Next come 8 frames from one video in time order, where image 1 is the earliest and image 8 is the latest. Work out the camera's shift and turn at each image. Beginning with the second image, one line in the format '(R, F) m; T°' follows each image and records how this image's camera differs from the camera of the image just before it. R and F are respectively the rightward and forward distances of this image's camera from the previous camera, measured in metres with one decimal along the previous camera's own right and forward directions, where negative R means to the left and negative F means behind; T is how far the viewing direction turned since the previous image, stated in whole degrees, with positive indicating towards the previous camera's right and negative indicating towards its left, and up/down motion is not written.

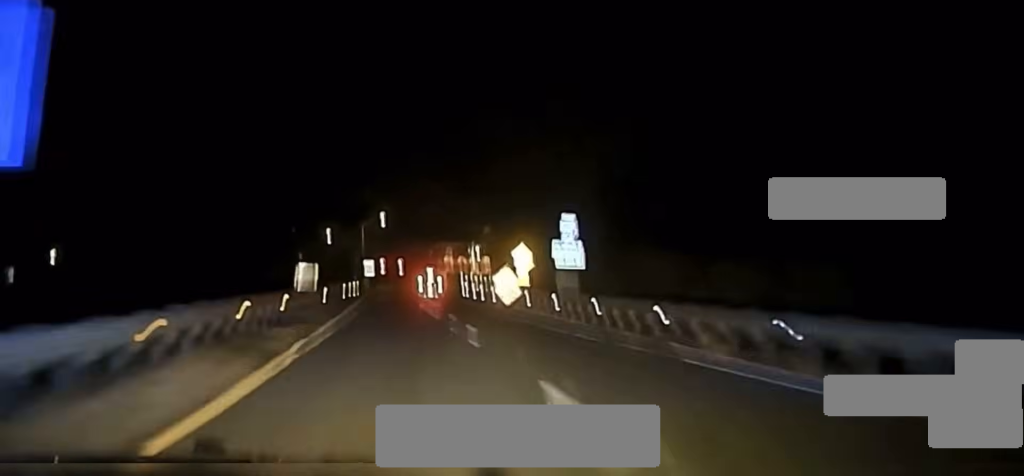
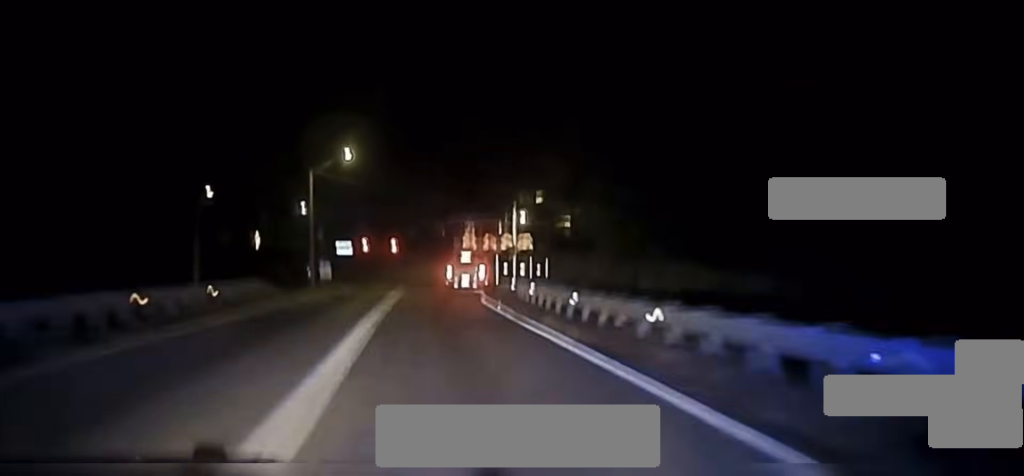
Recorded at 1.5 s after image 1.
(-0.6, +50.5) m; +1°
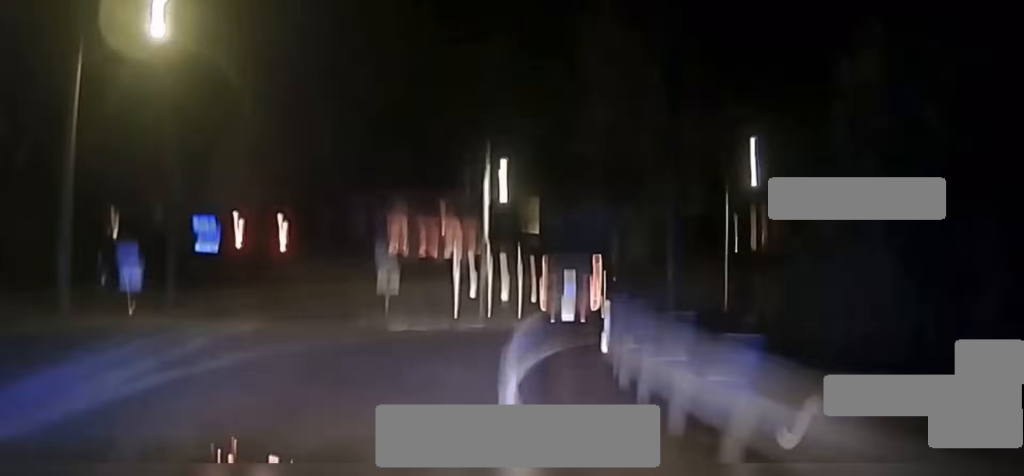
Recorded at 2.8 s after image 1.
(+2.2, +30.3) m; +14°
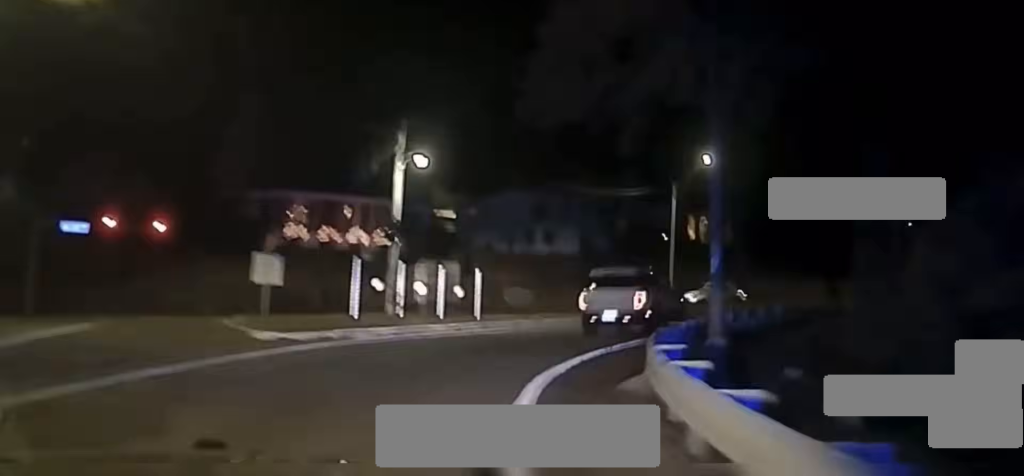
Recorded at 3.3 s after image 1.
(+0.1, +8.6) m; +8°
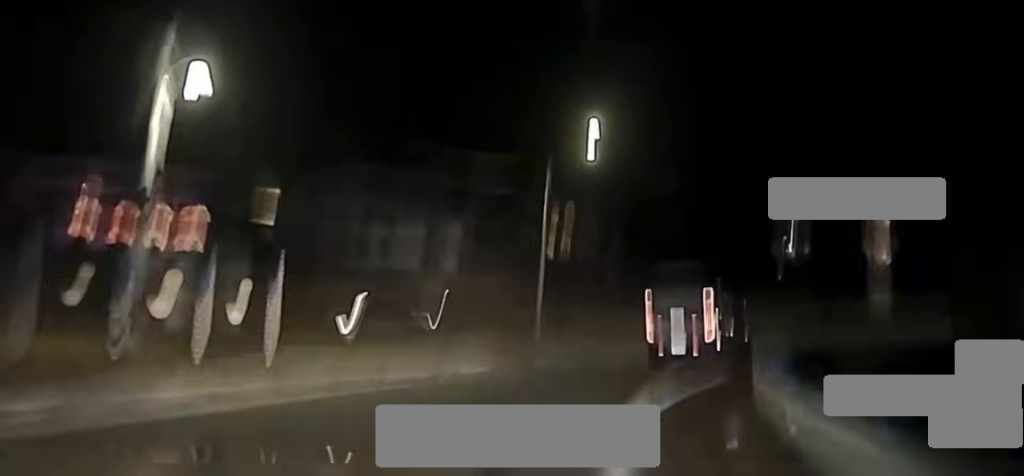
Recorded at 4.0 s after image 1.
(+1.6, +10.6) m; +14°
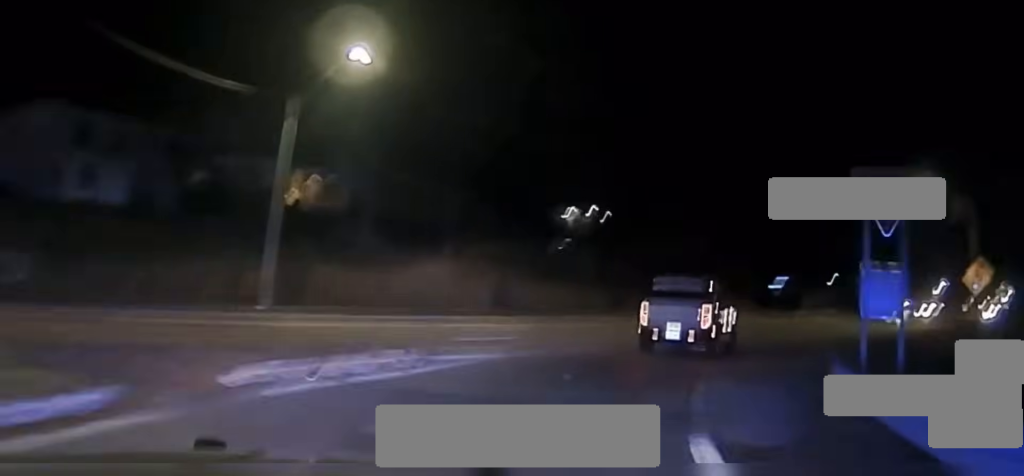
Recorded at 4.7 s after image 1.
(+1.6, +11.5) m; +15°
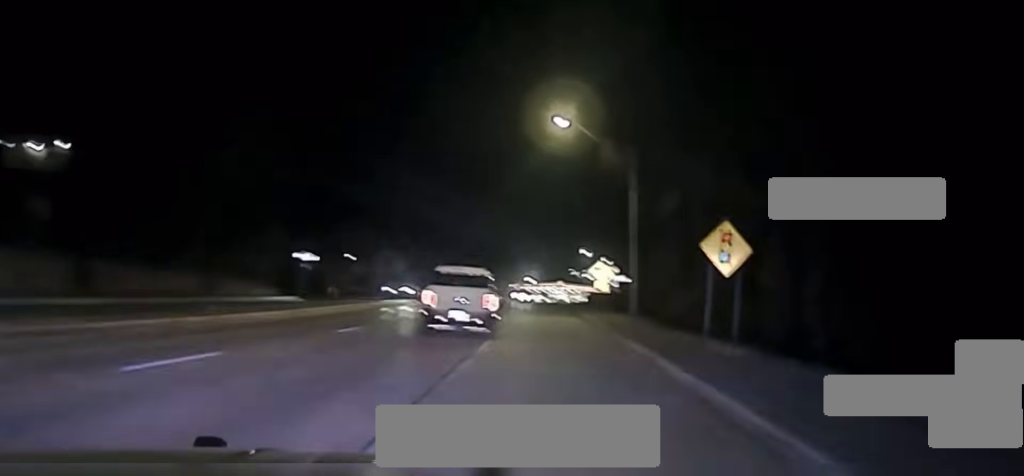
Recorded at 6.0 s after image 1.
(+4.9, +21.4) m; +20°
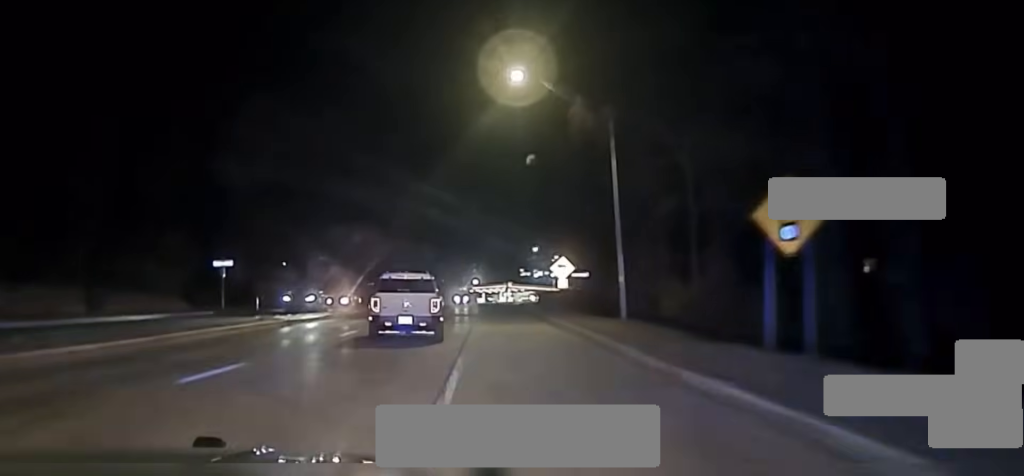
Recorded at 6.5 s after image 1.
(+0.5, +9.8) m; +3°
